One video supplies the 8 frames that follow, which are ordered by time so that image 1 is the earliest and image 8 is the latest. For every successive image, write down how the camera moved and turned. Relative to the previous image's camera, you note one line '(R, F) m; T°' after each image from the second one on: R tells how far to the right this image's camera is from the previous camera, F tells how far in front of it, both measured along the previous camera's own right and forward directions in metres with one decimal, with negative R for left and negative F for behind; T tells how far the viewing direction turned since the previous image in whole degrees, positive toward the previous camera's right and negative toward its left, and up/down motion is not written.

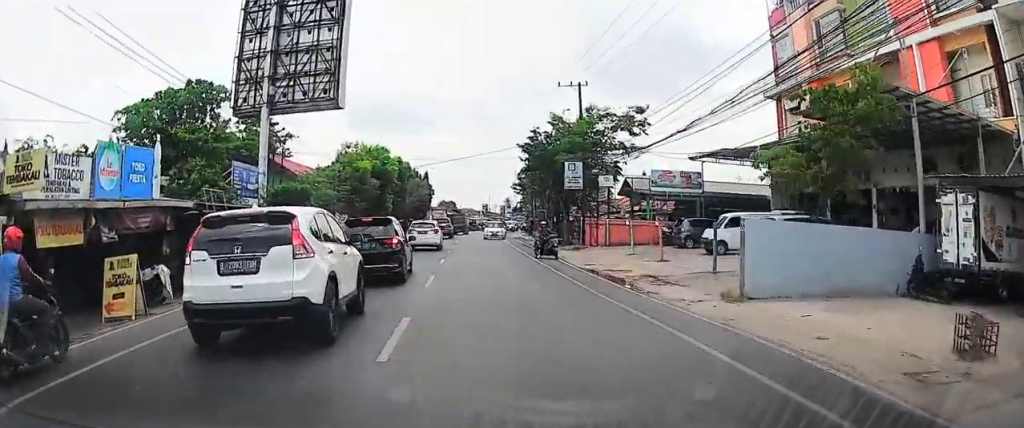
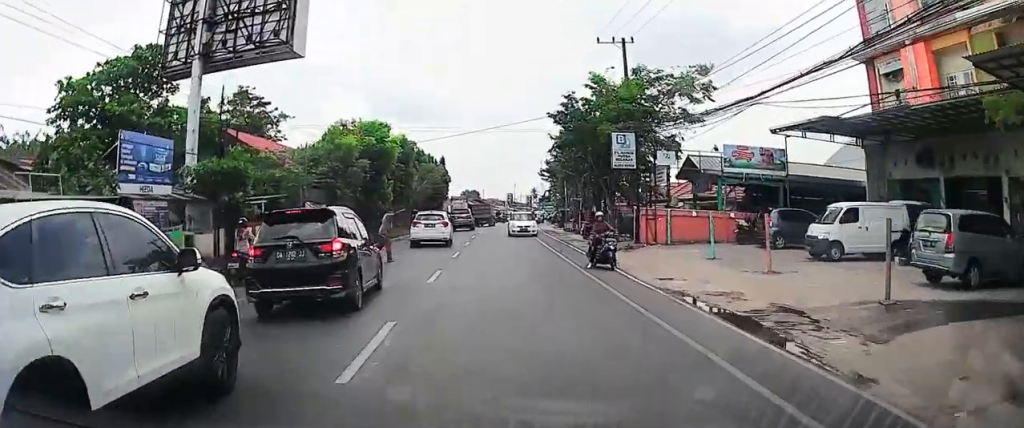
(+0.1, +7.9) m; +2°
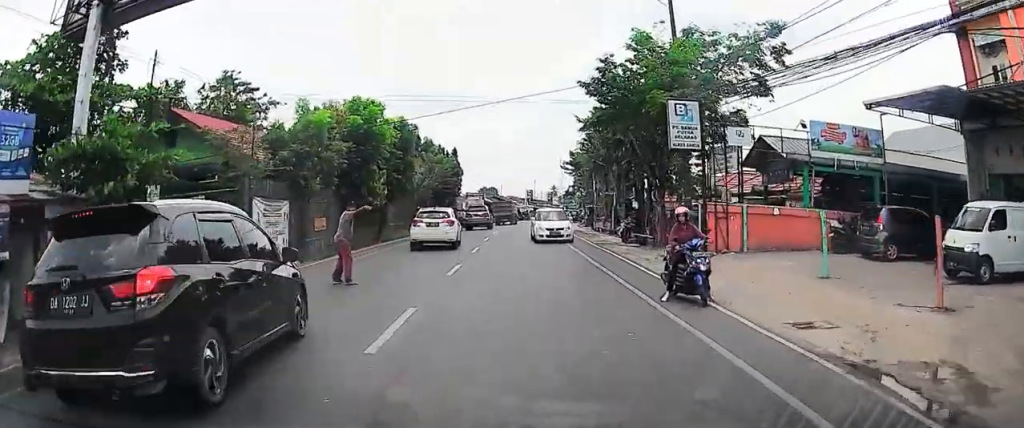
(+0.4, +6.0) m; 0°
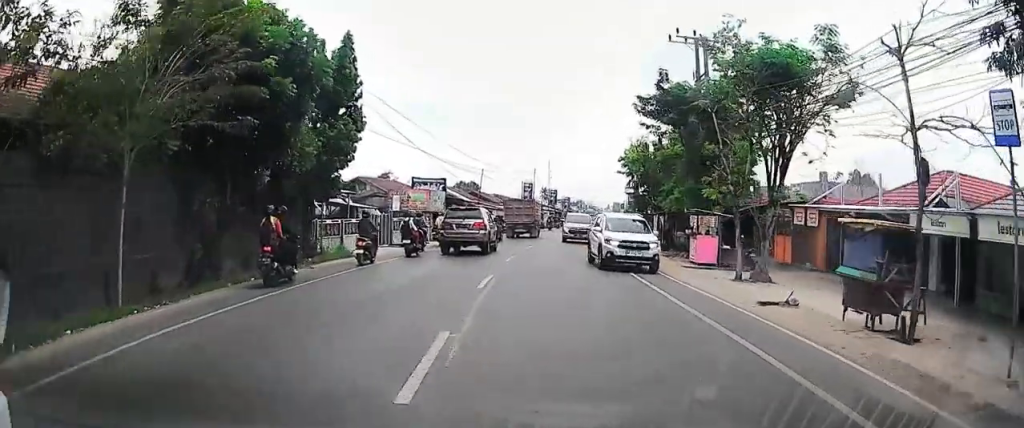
(-1.6, +37.2) m; -2°
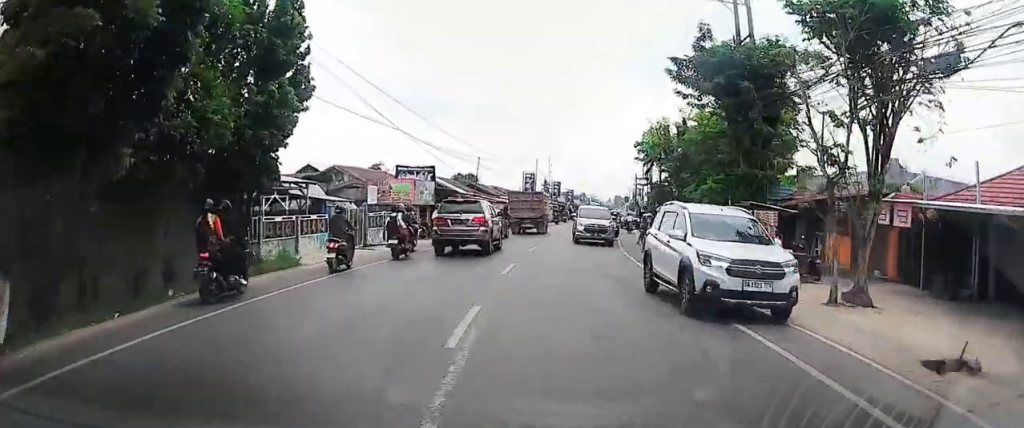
(0.0, +6.3) m; 0°
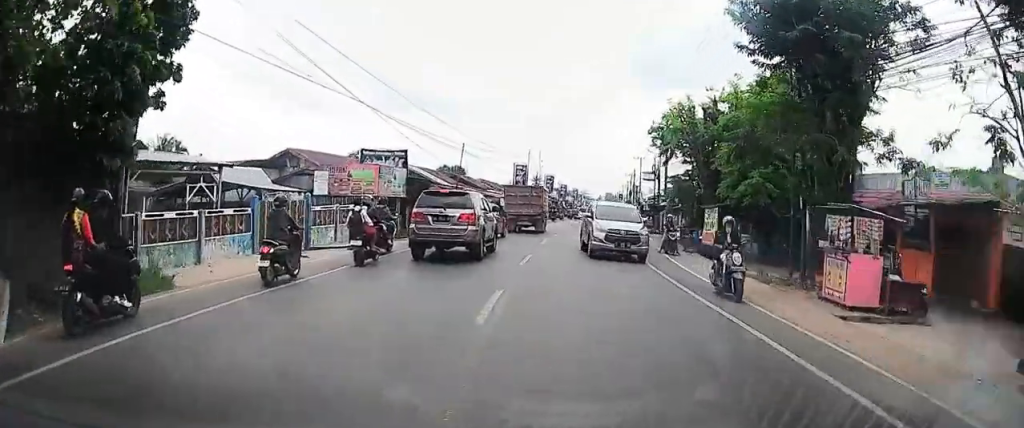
(0.0, +6.9) m; 0°
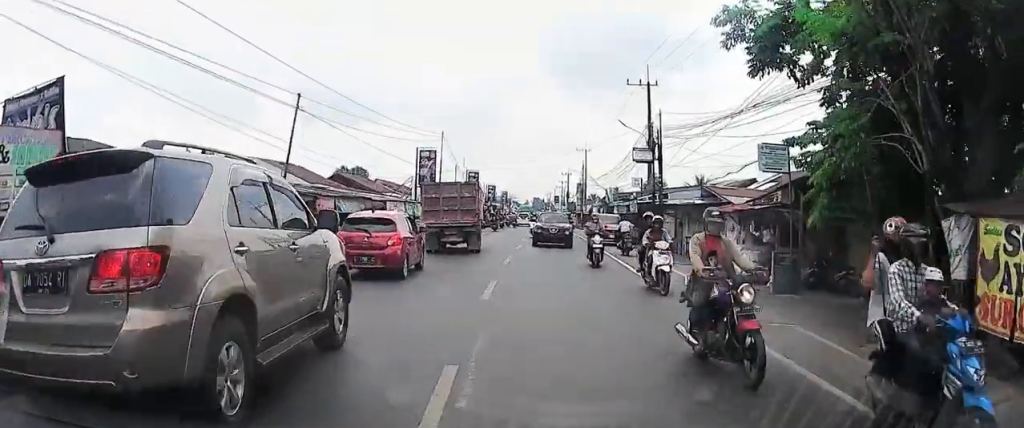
(0.0, +25.7) m; 0°
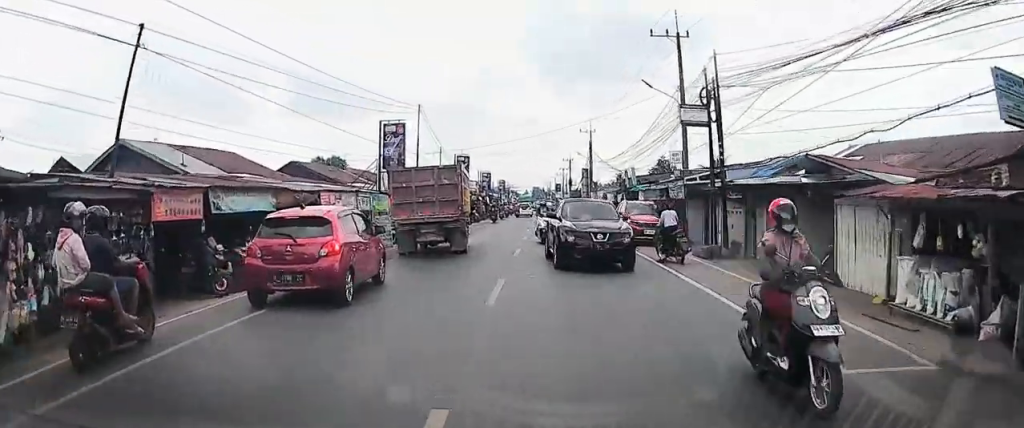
(0.0, +11.9) m; 0°
